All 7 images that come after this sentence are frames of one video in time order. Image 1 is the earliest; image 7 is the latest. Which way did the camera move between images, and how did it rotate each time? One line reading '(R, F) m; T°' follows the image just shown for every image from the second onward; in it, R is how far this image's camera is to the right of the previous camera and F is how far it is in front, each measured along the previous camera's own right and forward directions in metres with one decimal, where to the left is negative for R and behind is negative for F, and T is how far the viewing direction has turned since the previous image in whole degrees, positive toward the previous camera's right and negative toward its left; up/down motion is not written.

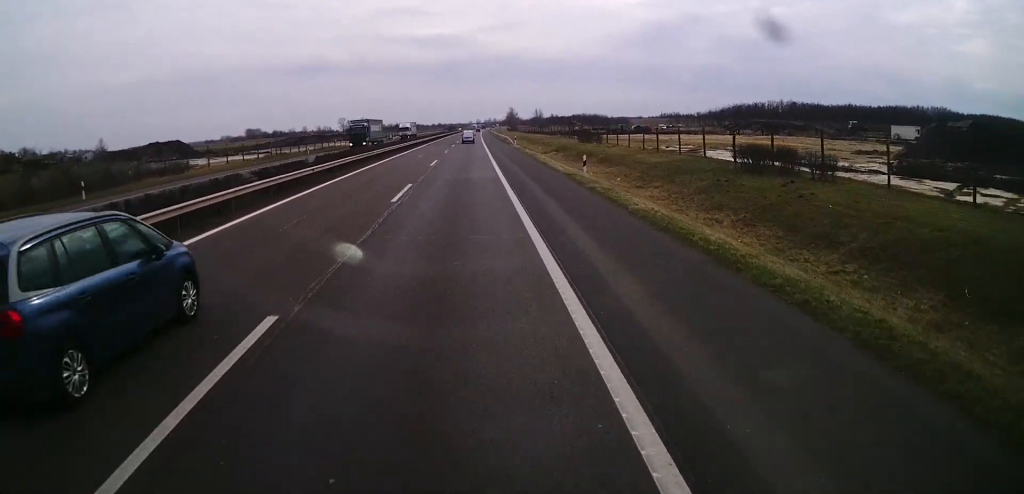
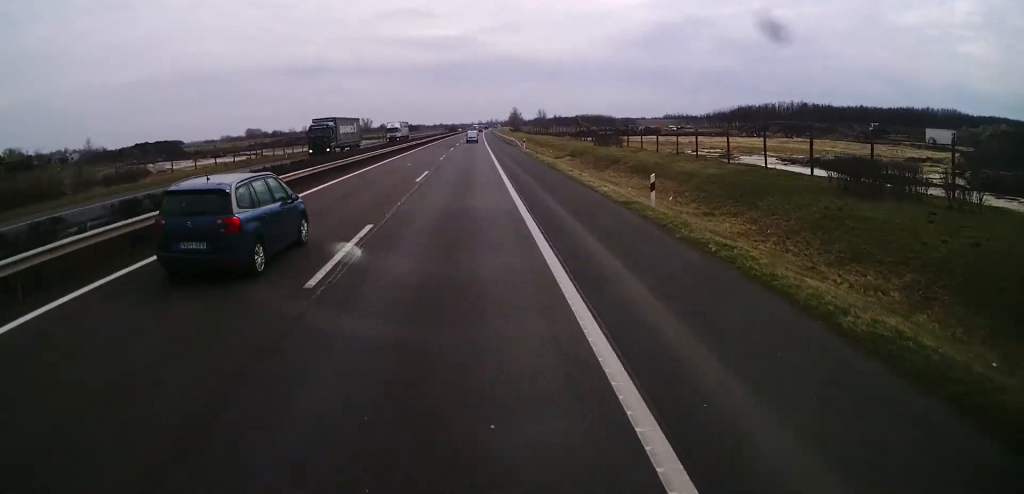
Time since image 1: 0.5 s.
(-0.3, +10.7) m; 0°
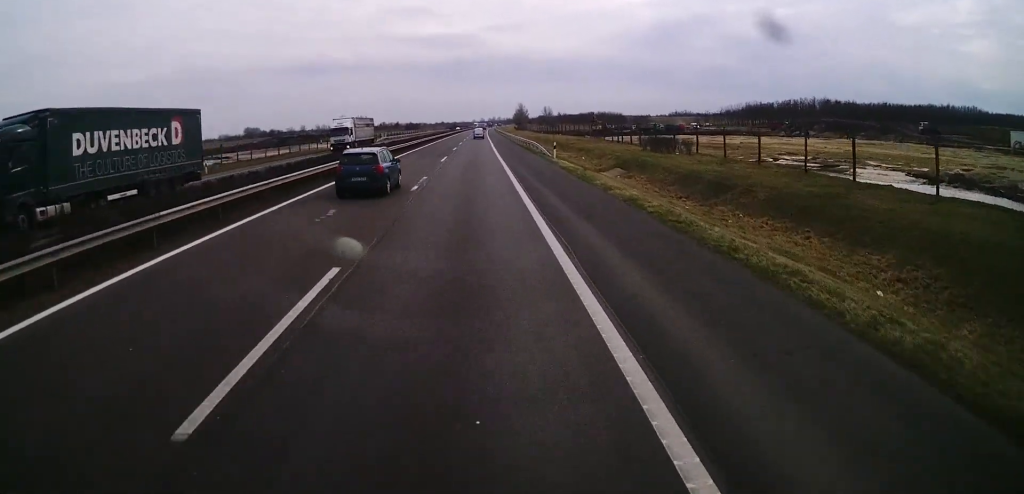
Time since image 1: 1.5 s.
(+0.1, +23.1) m; 0°
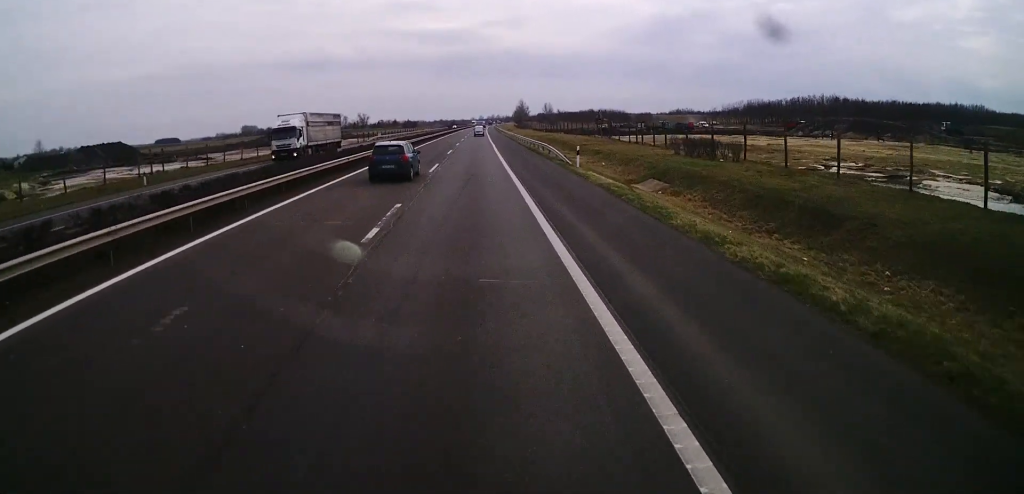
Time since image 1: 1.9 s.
(+0.2, +10.0) m; 0°
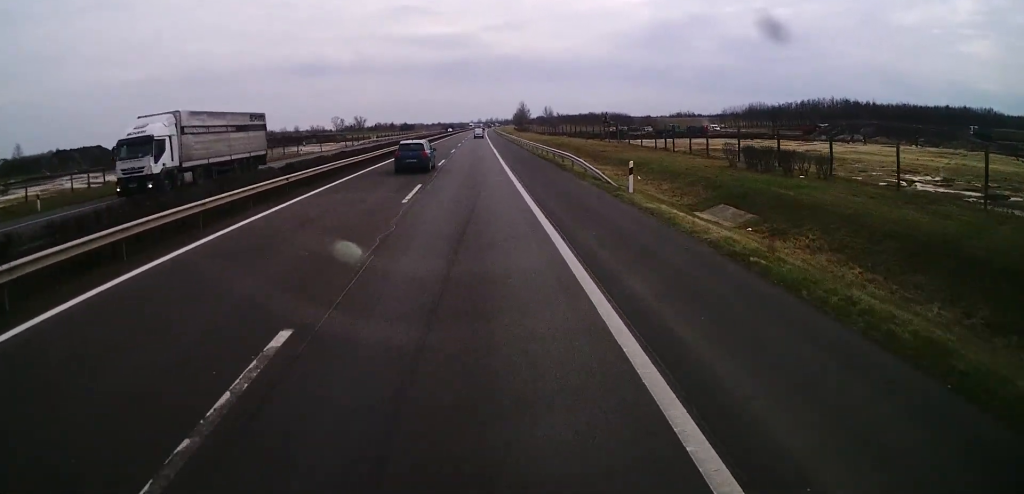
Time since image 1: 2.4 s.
(-0.3, +11.5) m; 0°
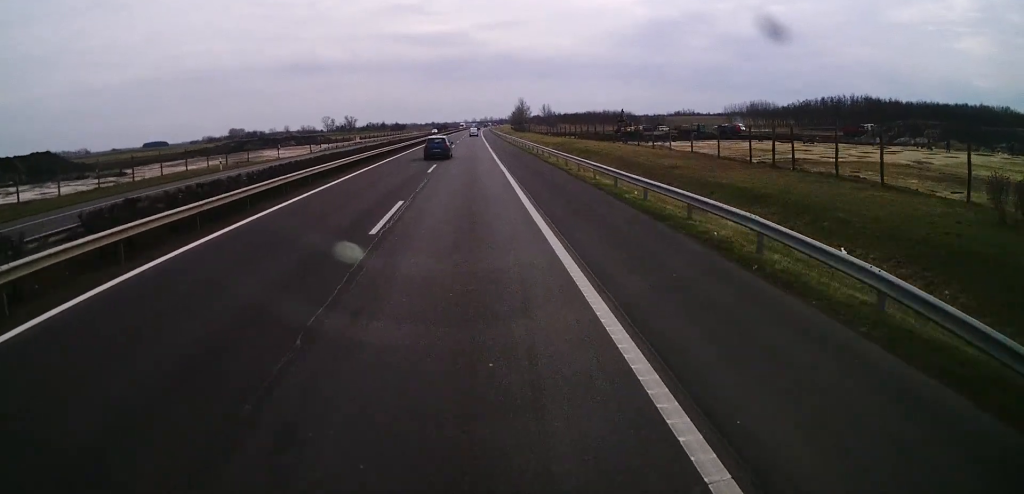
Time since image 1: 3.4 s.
(0.0, +23.8) m; 0°
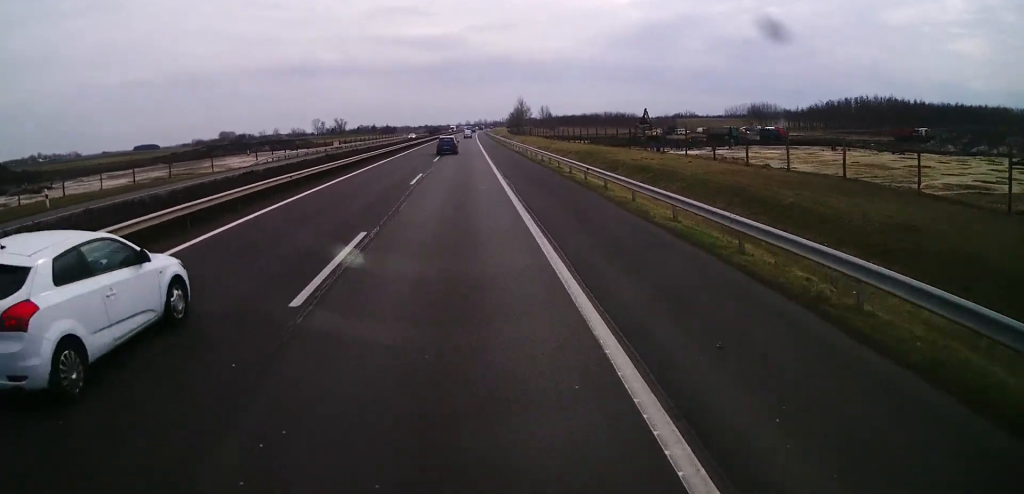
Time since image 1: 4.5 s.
(0.0, +23.9) m; 0°
